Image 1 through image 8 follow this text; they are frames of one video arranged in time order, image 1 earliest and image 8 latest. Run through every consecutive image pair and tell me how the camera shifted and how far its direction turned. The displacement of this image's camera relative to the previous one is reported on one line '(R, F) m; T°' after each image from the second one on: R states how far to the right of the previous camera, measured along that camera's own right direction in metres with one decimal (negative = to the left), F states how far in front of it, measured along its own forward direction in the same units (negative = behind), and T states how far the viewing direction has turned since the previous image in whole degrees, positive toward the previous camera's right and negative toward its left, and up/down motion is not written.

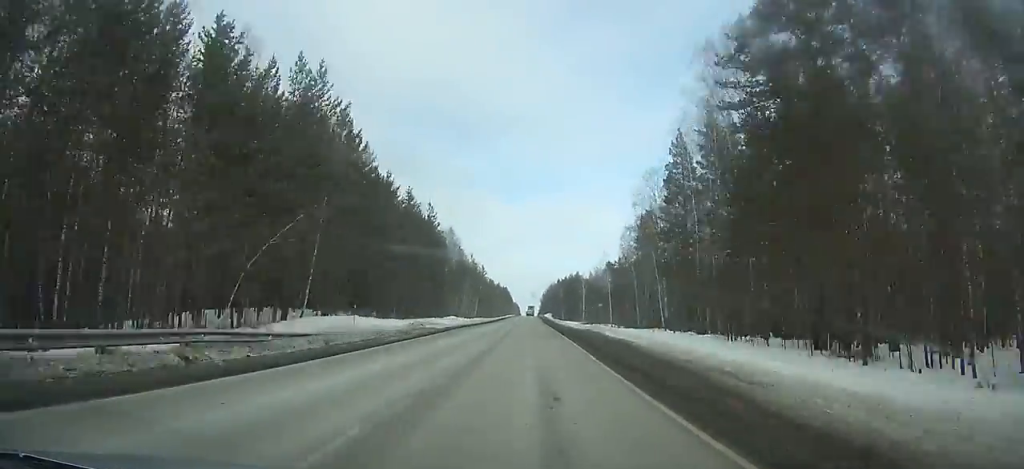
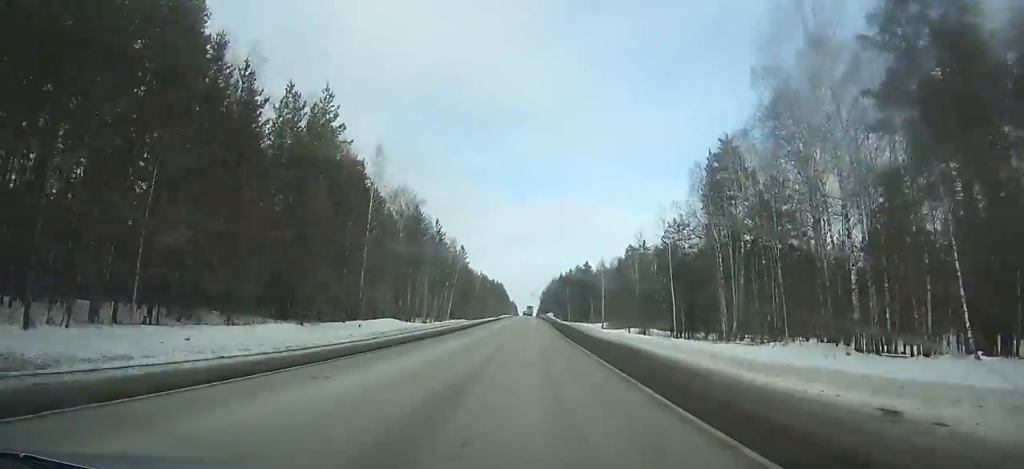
(+0.1, +49.2) m; 0°
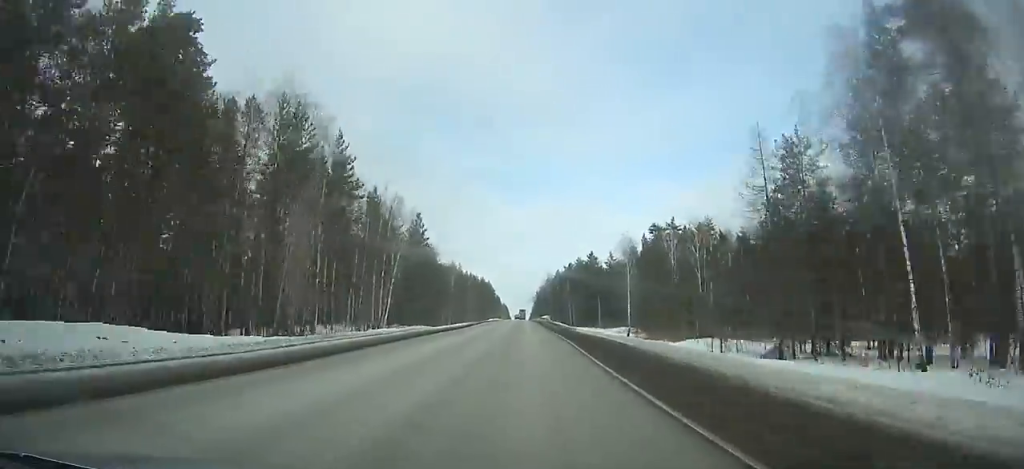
(0.0, +41.8) m; 0°
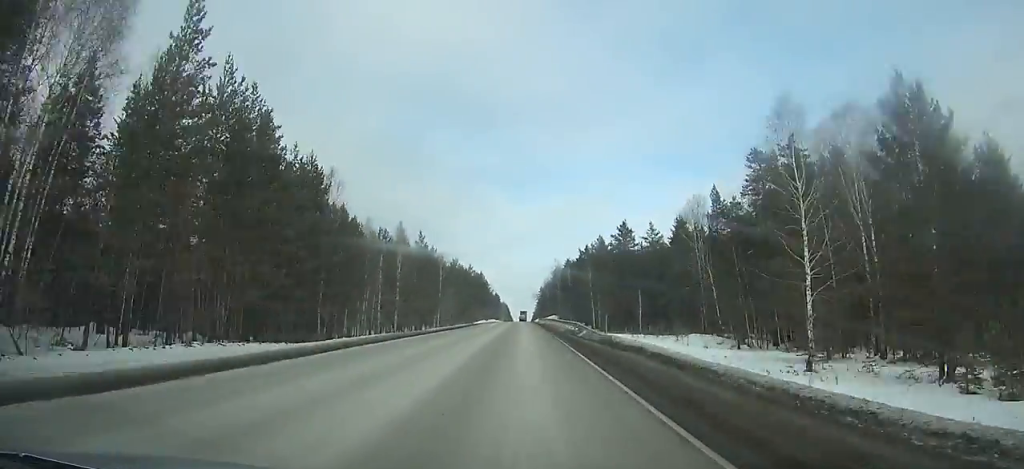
(+0.3, +57.2) m; 0°
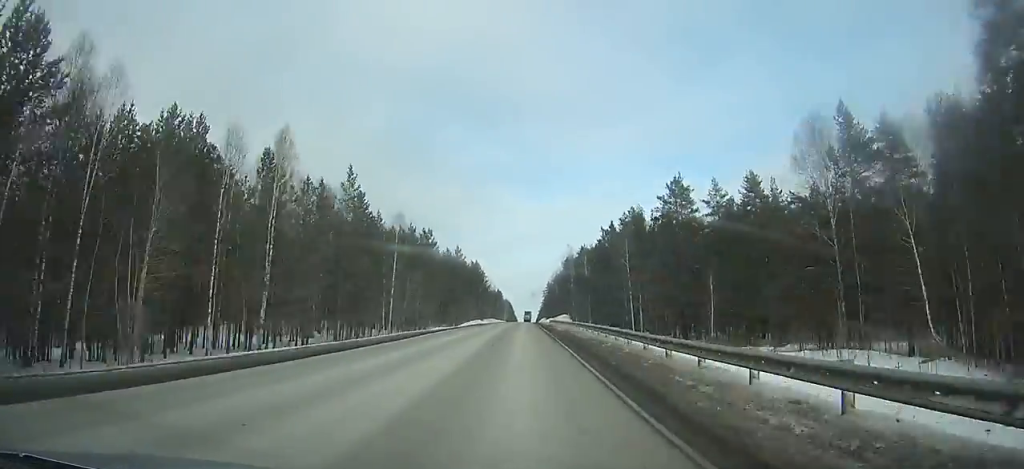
(-0.5, +41.0) m; 0°
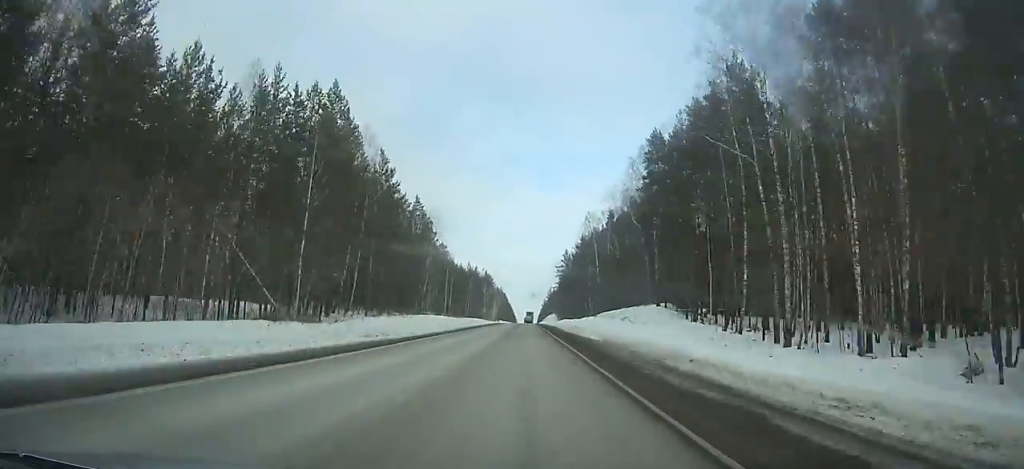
(+0.3, +135.5) m; +1°
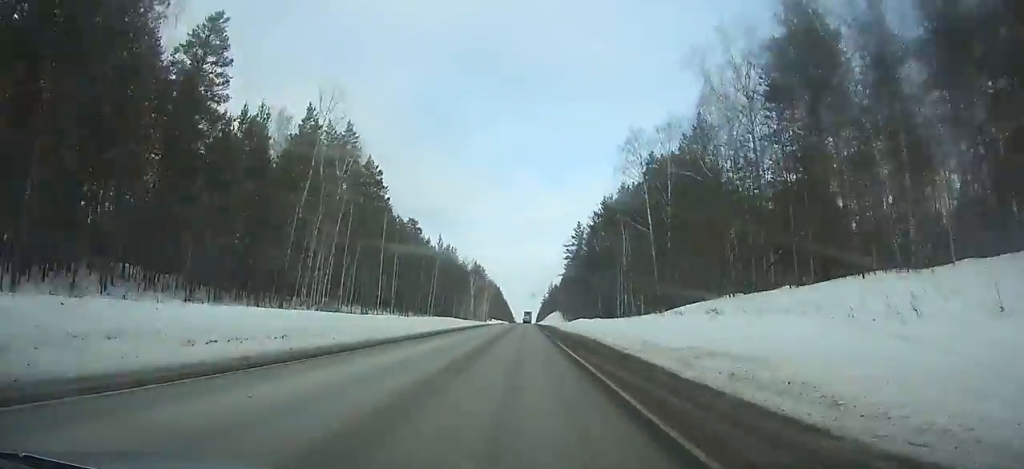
(+0.1, +49.1) m; 0°
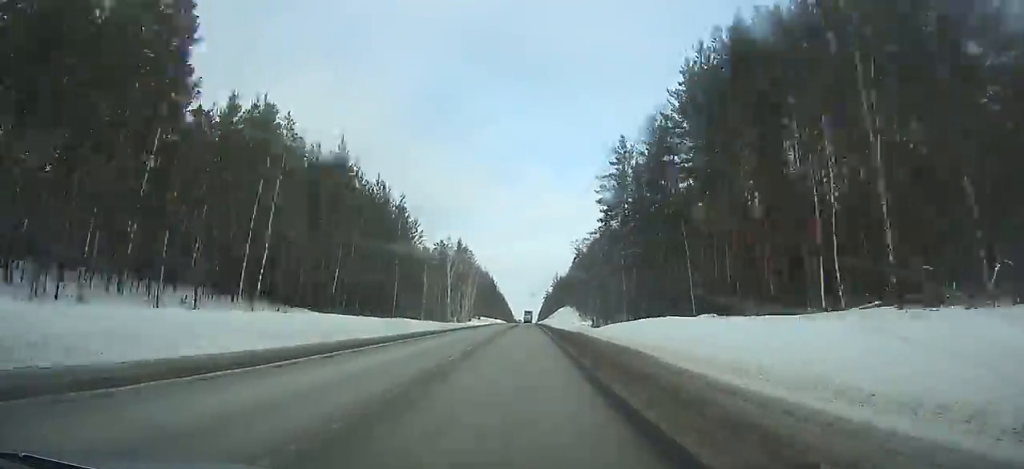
(+0.1, +59.1) m; 0°
